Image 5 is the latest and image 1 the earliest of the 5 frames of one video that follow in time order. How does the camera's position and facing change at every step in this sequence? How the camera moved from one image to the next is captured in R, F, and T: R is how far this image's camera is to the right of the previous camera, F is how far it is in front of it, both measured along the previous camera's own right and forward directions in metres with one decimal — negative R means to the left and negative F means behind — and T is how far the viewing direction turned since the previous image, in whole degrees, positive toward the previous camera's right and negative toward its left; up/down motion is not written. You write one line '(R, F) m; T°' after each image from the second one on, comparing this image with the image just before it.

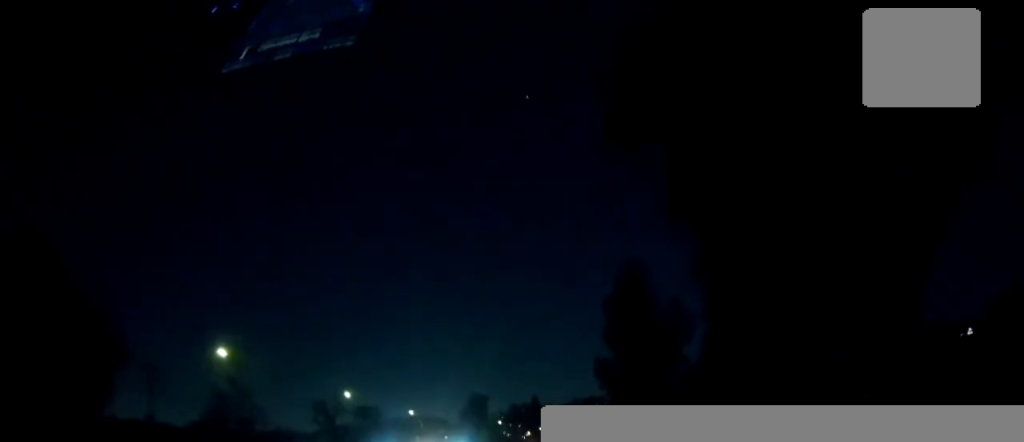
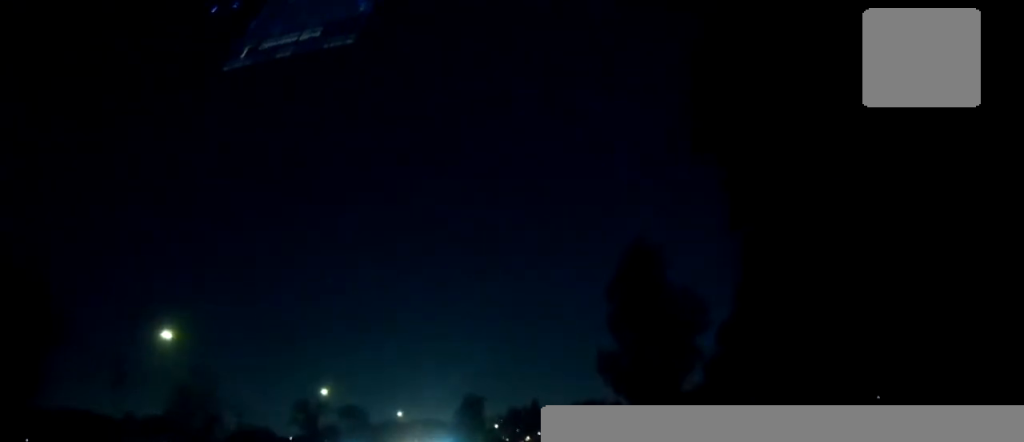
(-0.1, +11.7) m; 0°
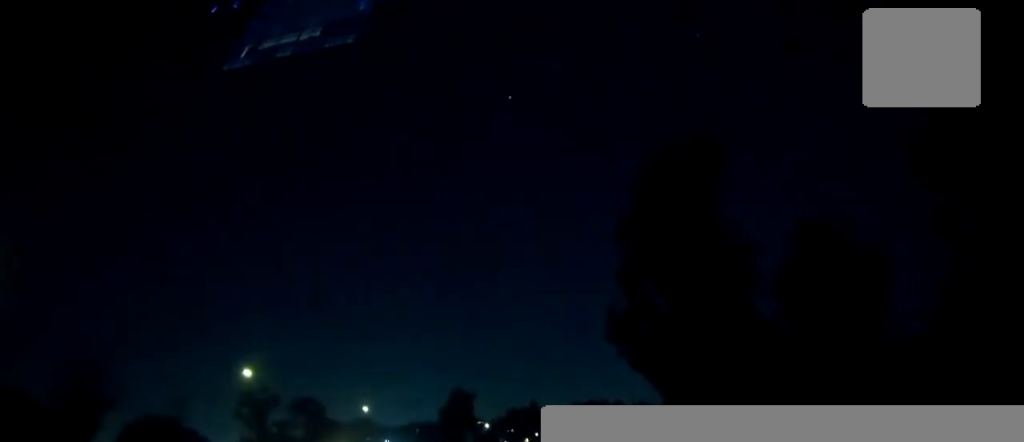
(+0.3, +25.7) m; +1°
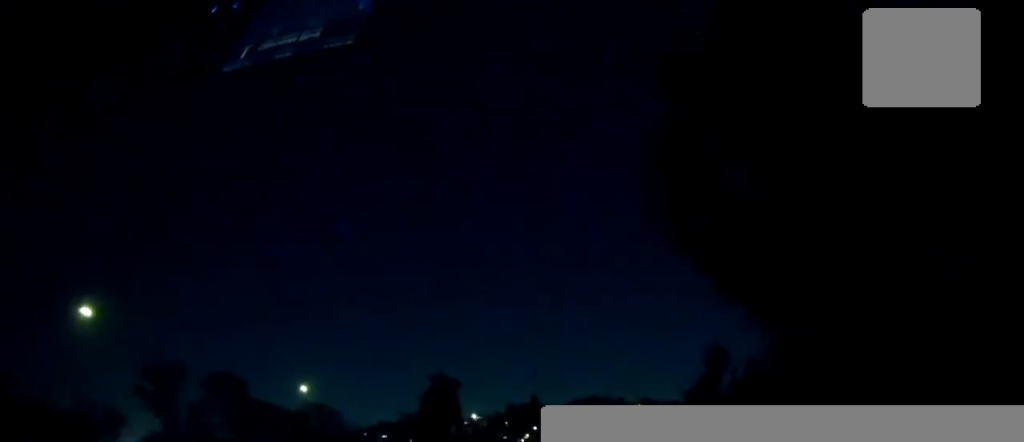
(+0.1, +31.2) m; 0°
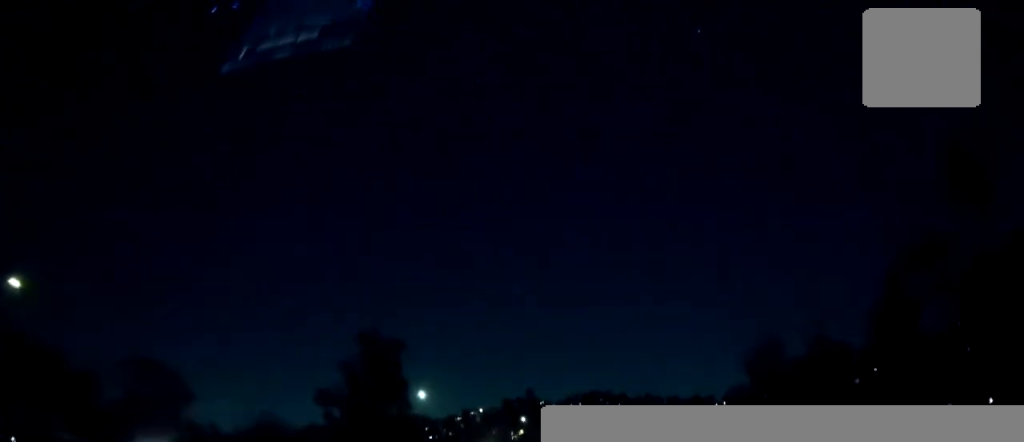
(-0.7, +59.5) m; 0°
